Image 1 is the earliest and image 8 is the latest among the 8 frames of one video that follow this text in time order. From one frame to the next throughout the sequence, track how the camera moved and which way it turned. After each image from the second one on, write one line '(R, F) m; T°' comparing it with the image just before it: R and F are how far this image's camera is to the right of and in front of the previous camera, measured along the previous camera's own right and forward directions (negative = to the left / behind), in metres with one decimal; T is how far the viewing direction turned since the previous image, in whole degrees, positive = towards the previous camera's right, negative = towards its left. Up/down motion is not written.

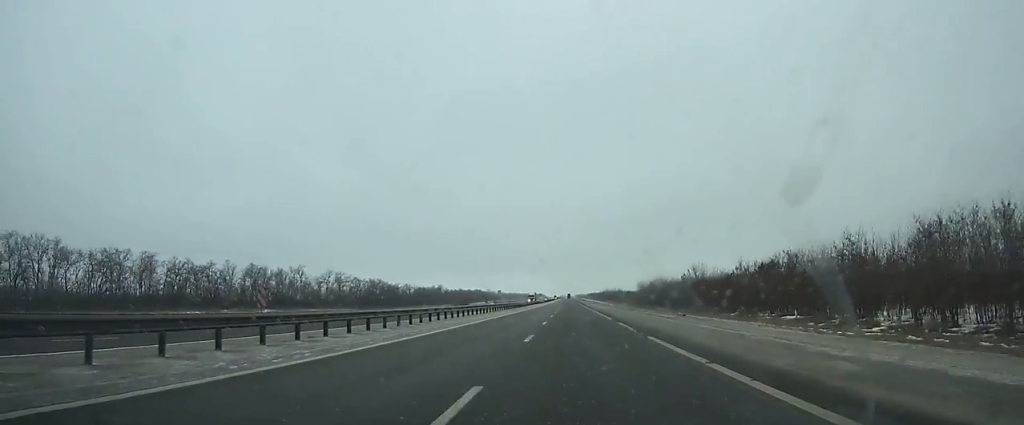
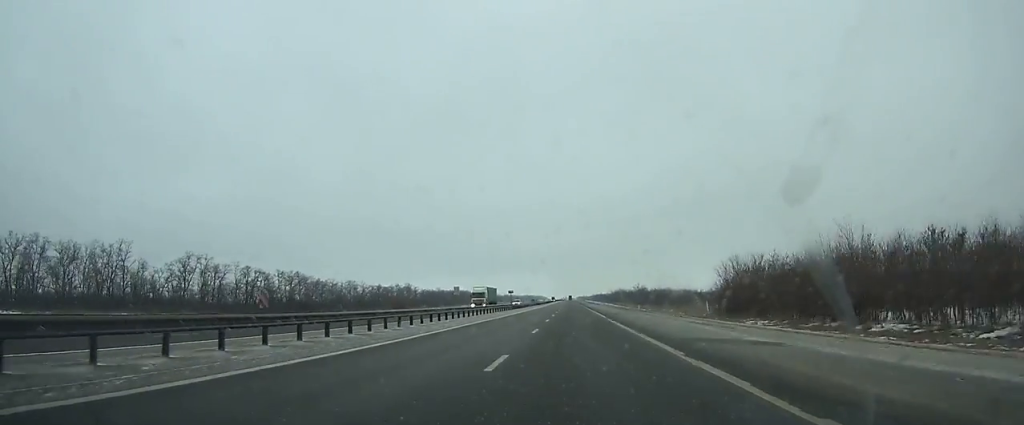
(+0.1, +79.4) m; 0°
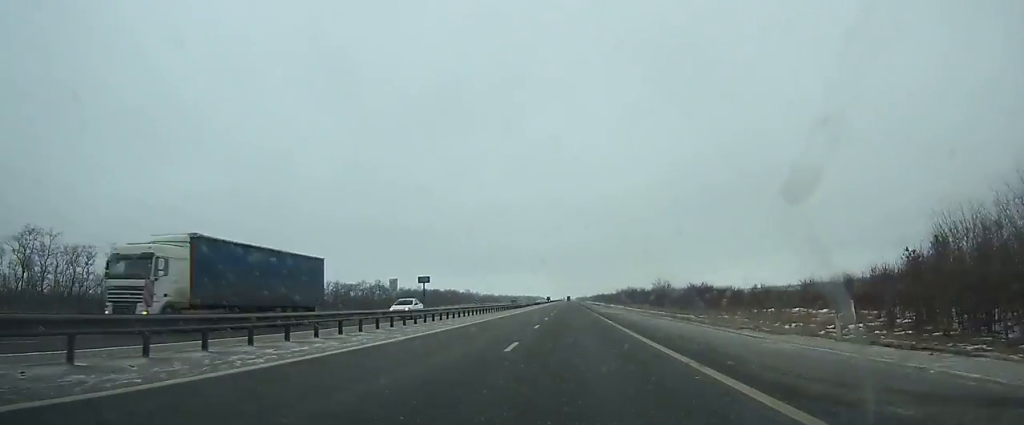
(-0.1, +44.0) m; 0°
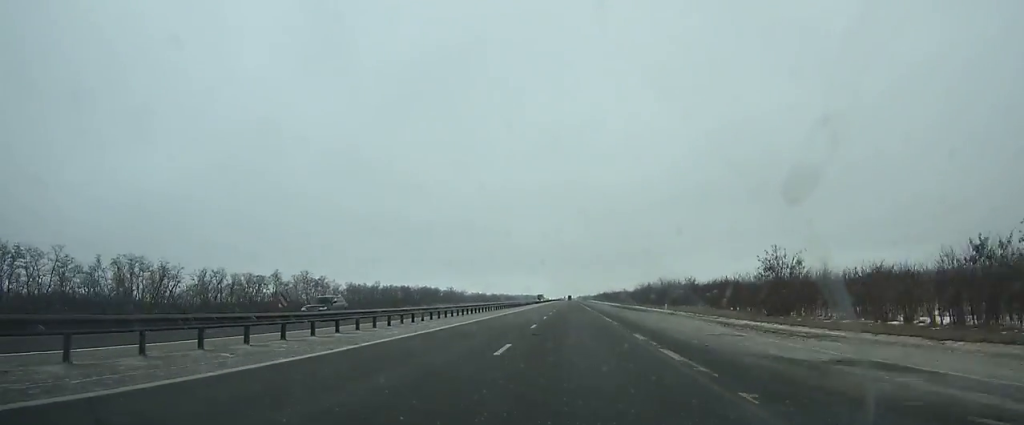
(0.0, +73.2) m; 0°
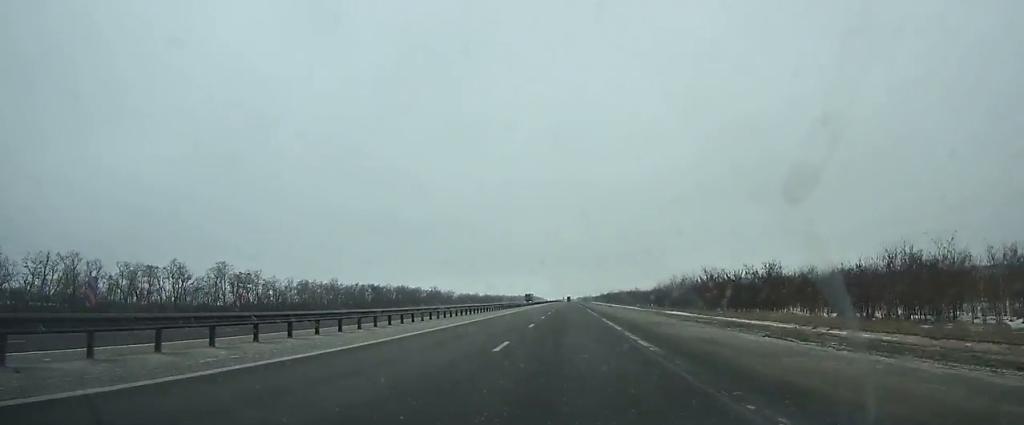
(0.0, +46.6) m; 0°
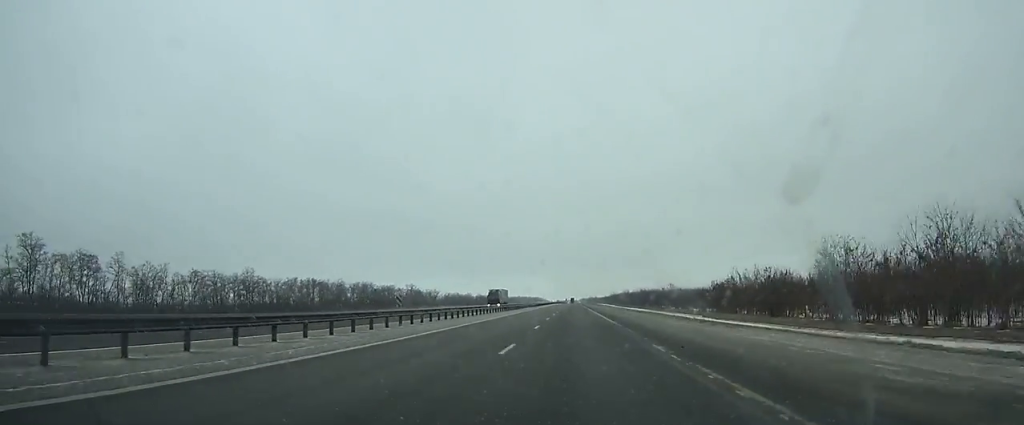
(+0.1, +61.1) m; 0°
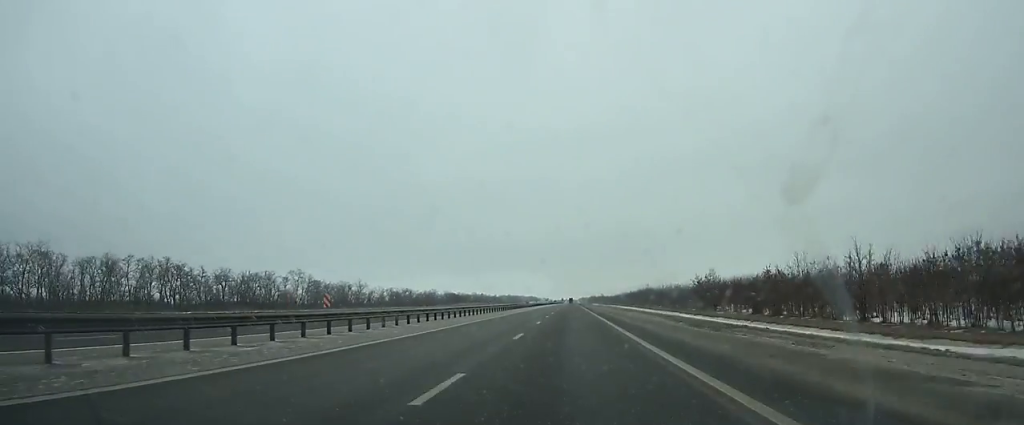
(-0.2, +128.4) m; 0°
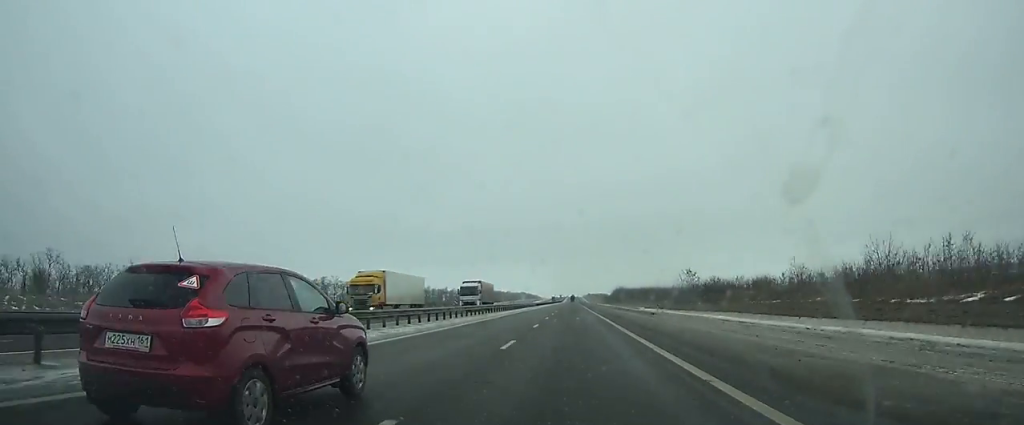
(-0.5, +266.1) m; 0°
